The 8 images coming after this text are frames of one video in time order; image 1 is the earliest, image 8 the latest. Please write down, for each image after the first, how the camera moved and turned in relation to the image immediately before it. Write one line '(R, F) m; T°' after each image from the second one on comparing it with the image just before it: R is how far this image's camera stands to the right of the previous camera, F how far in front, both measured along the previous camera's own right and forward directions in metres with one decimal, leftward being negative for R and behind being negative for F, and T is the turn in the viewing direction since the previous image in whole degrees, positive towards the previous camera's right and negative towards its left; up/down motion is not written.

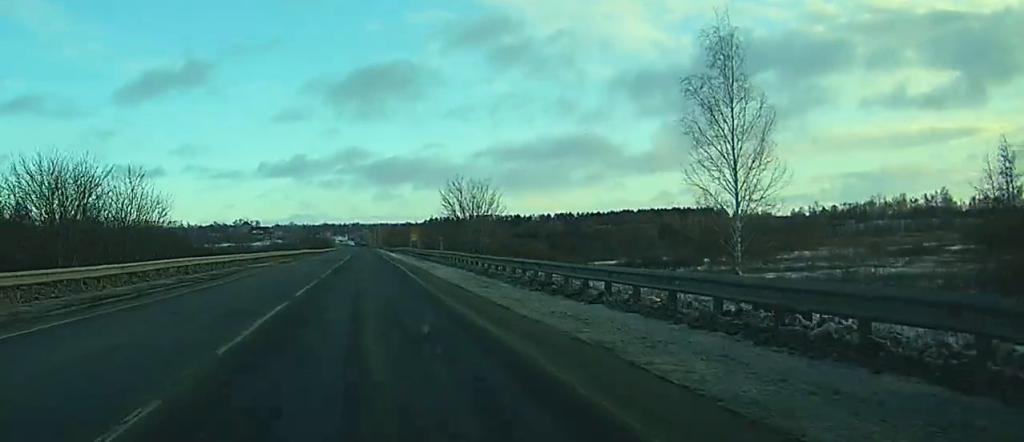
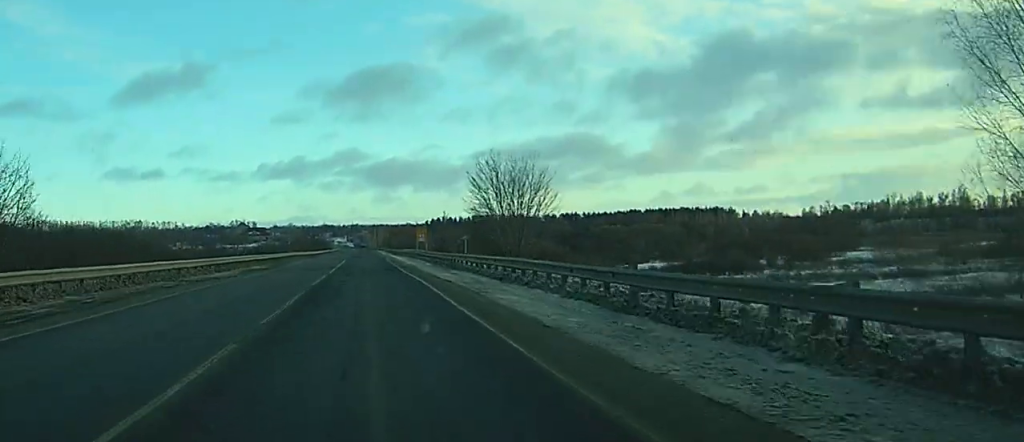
(-0.1, +19.7) m; 0°
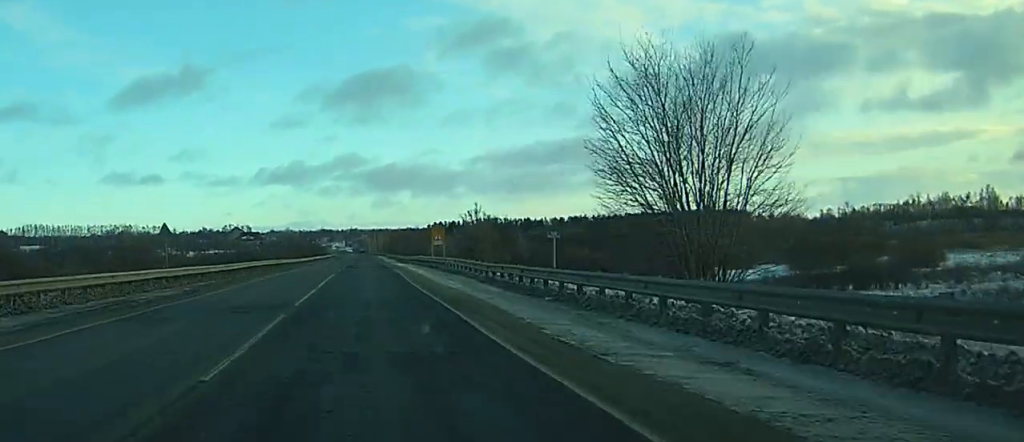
(0.0, +29.4) m; 0°
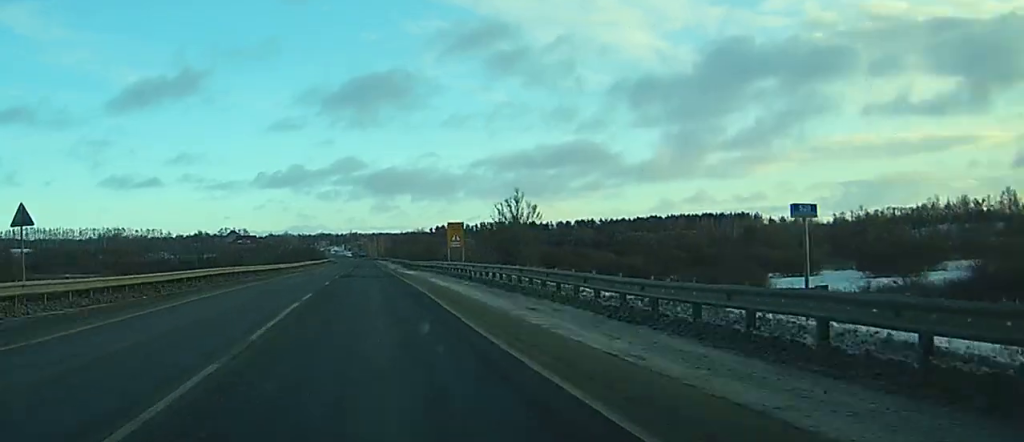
(-0.1, +19.6) m; 0°
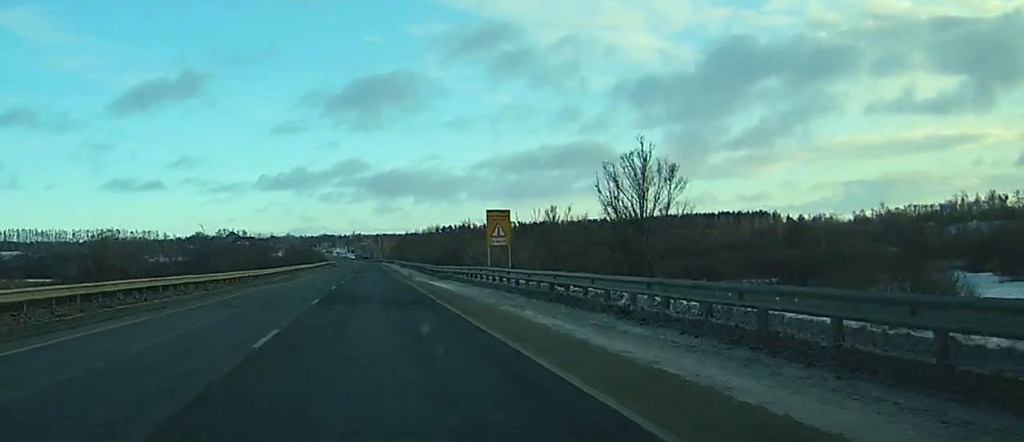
(+0.1, +24.0) m; 0°
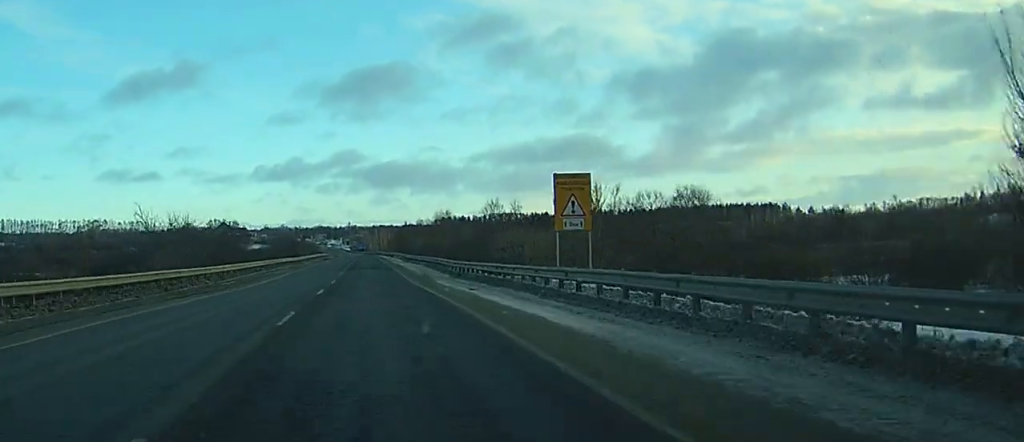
(0.0, +21.3) m; 0°
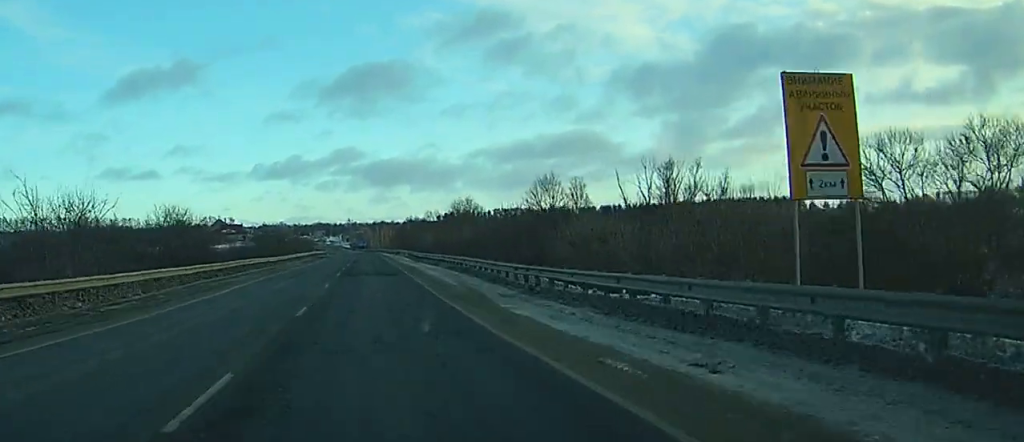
(0.0, +20.4) m; 0°
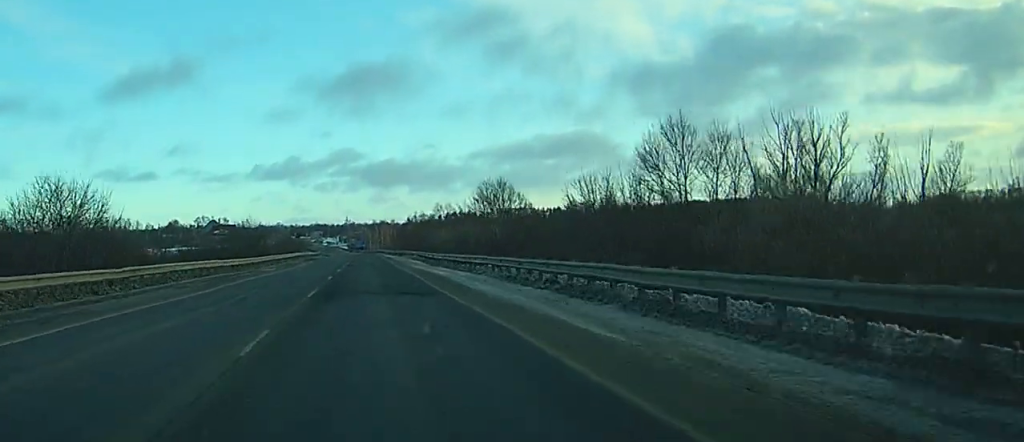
(0.0, +20.4) m; 0°
